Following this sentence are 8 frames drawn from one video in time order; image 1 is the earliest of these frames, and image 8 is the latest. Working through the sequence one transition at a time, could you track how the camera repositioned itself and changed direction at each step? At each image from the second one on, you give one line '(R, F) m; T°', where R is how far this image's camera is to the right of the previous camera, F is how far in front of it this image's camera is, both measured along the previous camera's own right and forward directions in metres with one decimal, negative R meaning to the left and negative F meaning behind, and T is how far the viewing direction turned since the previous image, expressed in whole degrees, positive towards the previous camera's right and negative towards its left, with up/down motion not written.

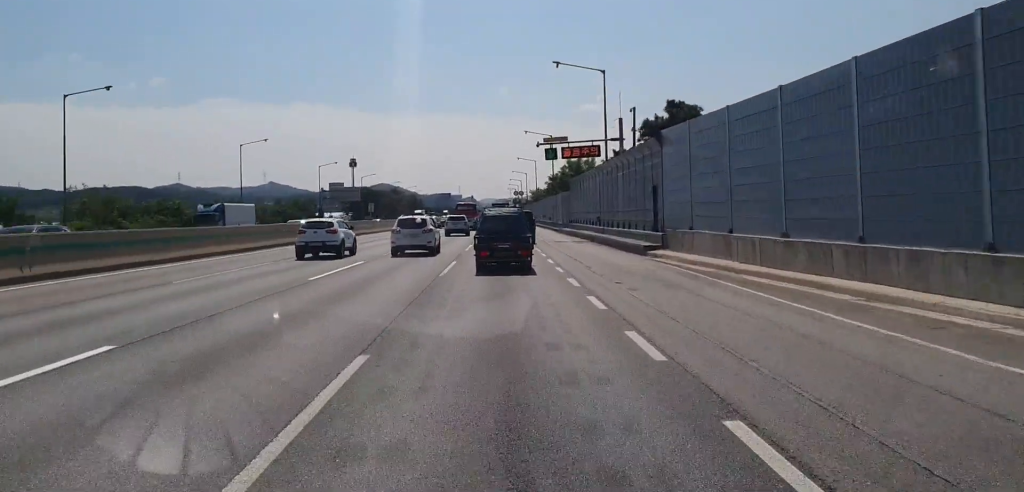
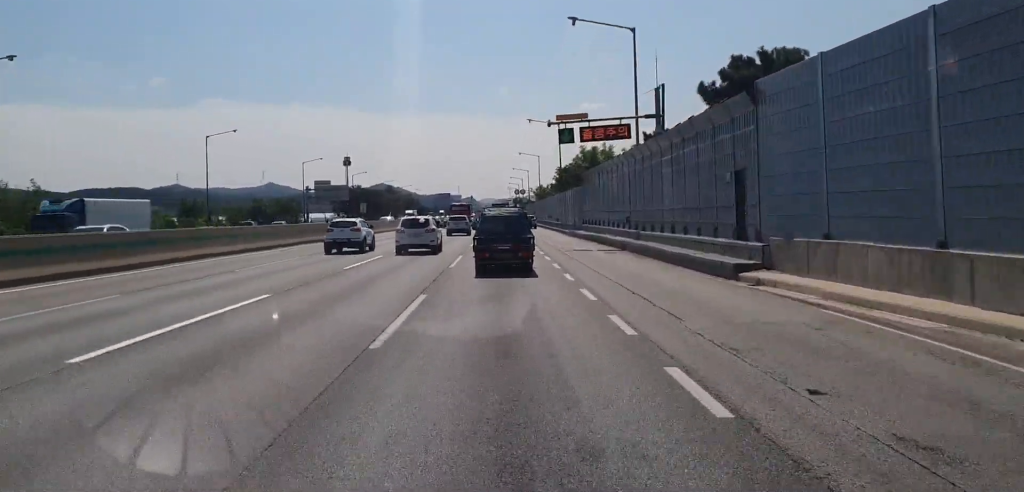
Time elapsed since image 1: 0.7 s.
(-0.1, +12.0) m; -1°
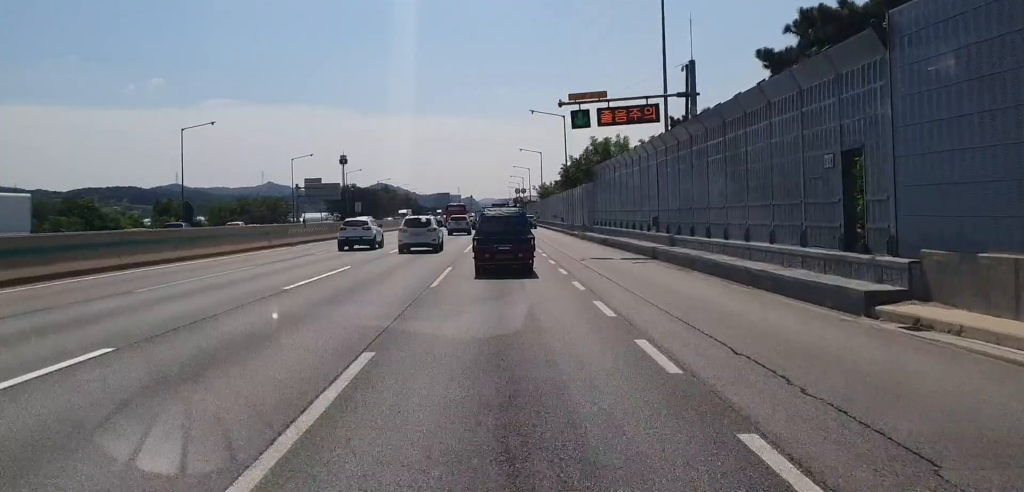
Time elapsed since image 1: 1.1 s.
(-0.1, +7.2) m; -1°
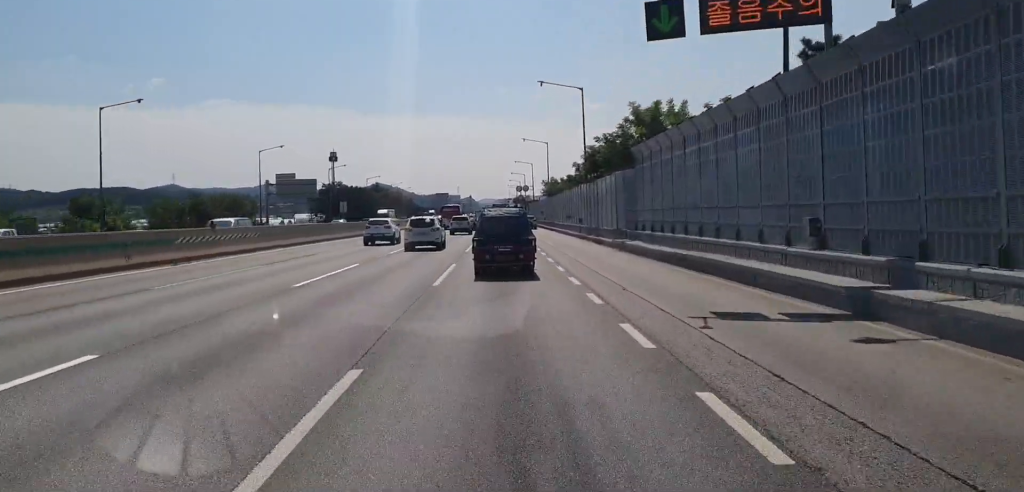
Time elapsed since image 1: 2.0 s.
(-0.1, +17.2) m; +1°
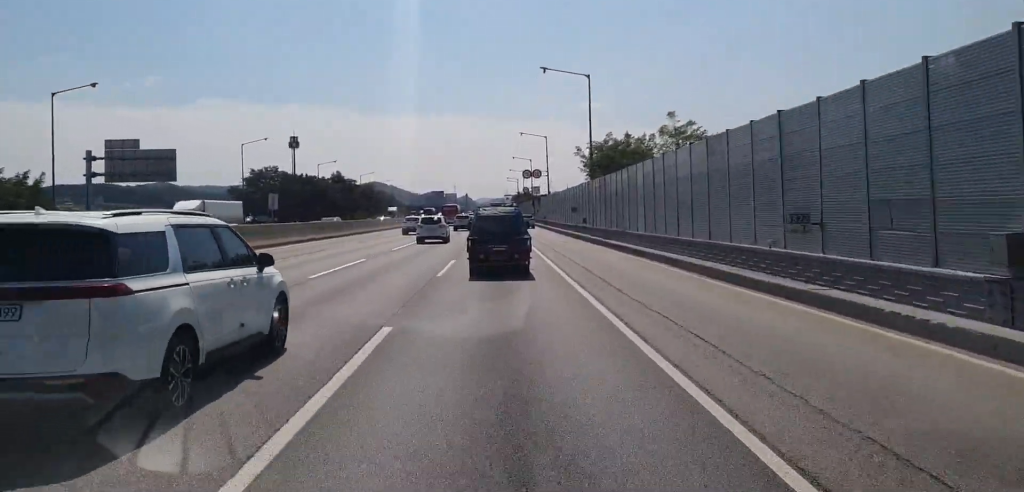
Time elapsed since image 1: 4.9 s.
(+0.1, +51.2) m; 0°
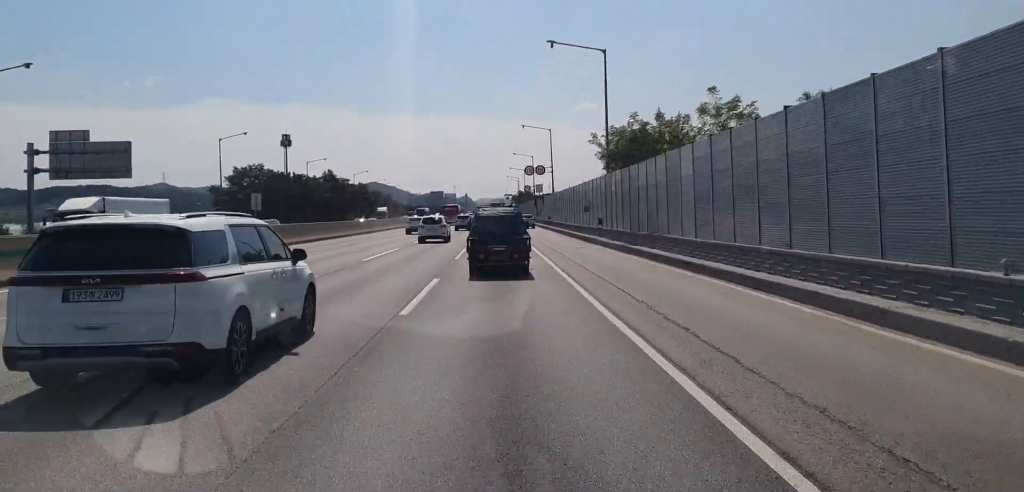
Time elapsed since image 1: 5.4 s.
(0.0, +8.4) m; 0°
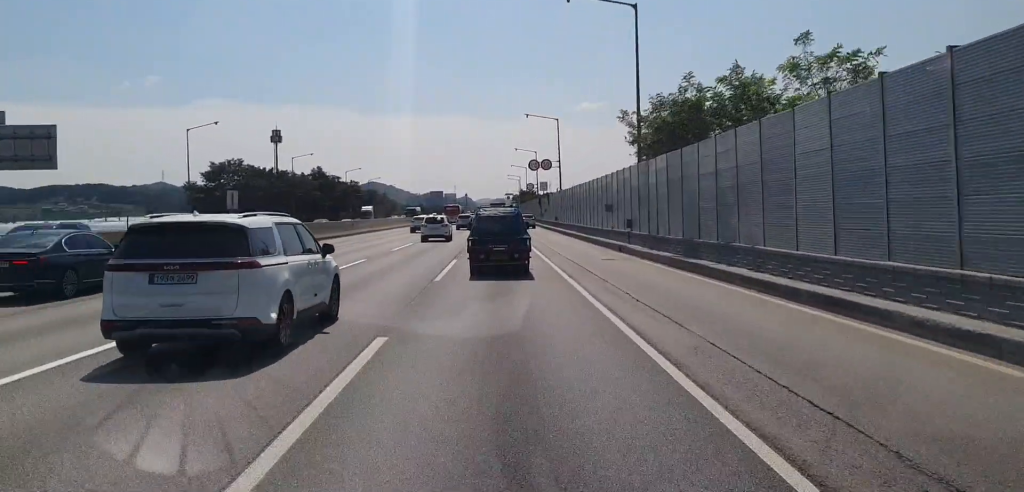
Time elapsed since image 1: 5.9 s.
(-0.1, +10.1) m; -1°
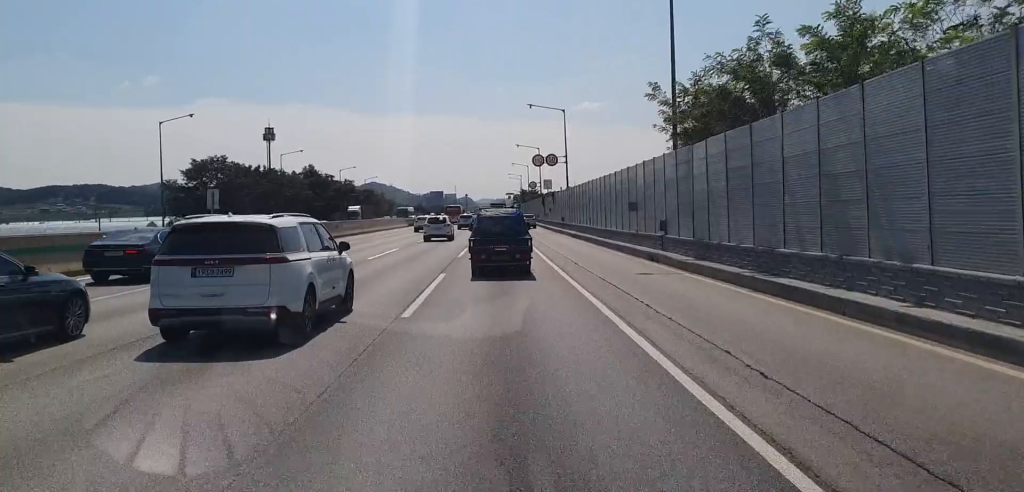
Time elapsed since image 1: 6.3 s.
(0.0, +7.1) m; 0°
